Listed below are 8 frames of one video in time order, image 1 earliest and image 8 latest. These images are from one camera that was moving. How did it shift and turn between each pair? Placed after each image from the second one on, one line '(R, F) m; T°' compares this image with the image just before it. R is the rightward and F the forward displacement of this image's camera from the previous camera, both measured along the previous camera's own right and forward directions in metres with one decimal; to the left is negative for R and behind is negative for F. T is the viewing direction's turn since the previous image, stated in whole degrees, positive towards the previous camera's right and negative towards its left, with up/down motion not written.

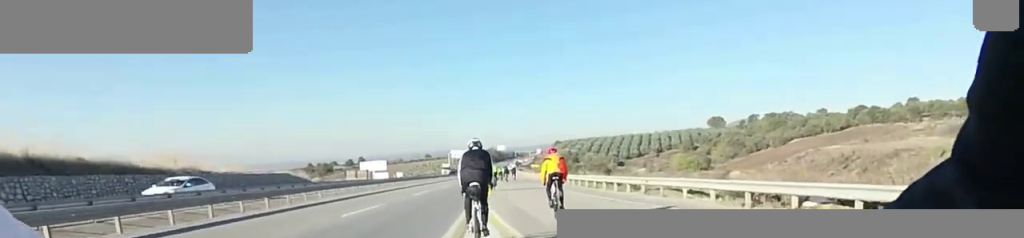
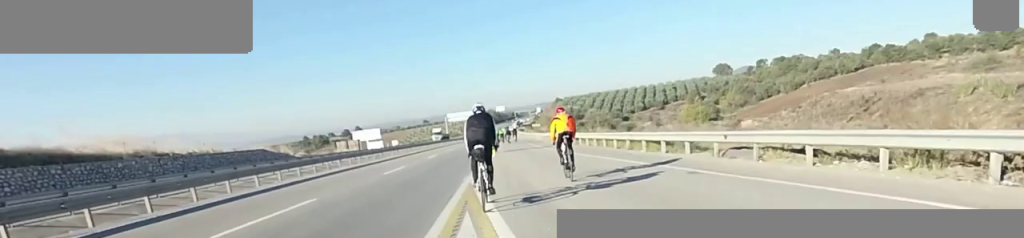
(0.0, +4.4) m; 0°
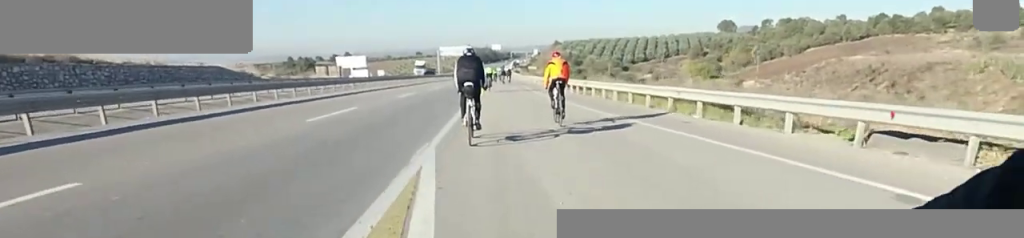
(0.0, +4.4) m; 0°
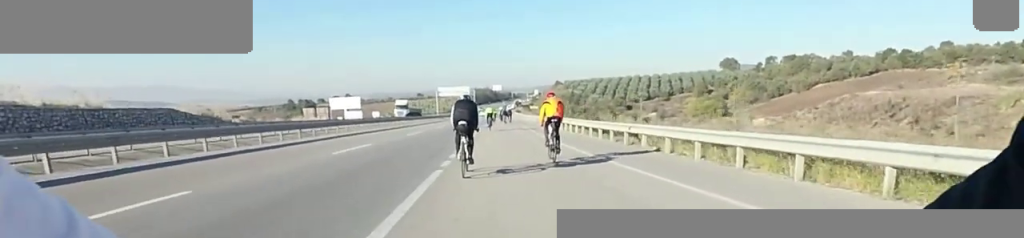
(0.0, +6.0) m; 0°
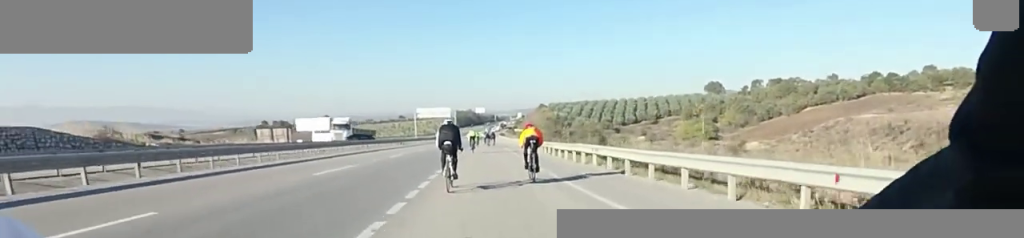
(0.0, +7.5) m; 0°
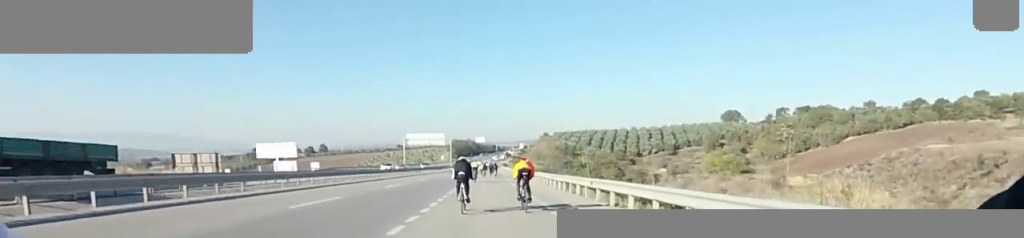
(0.0, +16.3) m; 0°
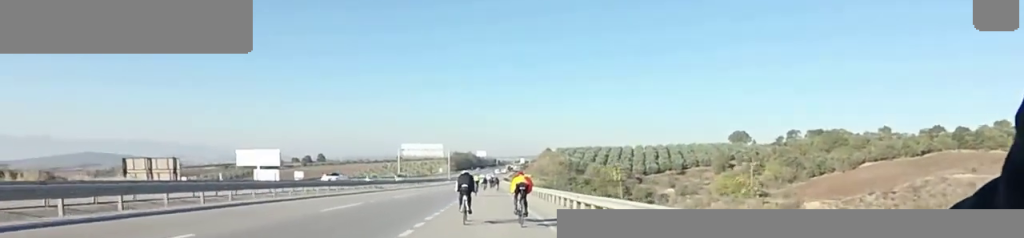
(0.0, +5.7) m; 0°
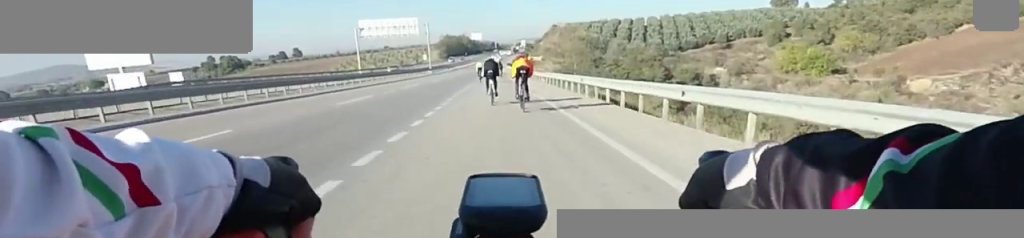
(0.0, +21.7) m; 0°
